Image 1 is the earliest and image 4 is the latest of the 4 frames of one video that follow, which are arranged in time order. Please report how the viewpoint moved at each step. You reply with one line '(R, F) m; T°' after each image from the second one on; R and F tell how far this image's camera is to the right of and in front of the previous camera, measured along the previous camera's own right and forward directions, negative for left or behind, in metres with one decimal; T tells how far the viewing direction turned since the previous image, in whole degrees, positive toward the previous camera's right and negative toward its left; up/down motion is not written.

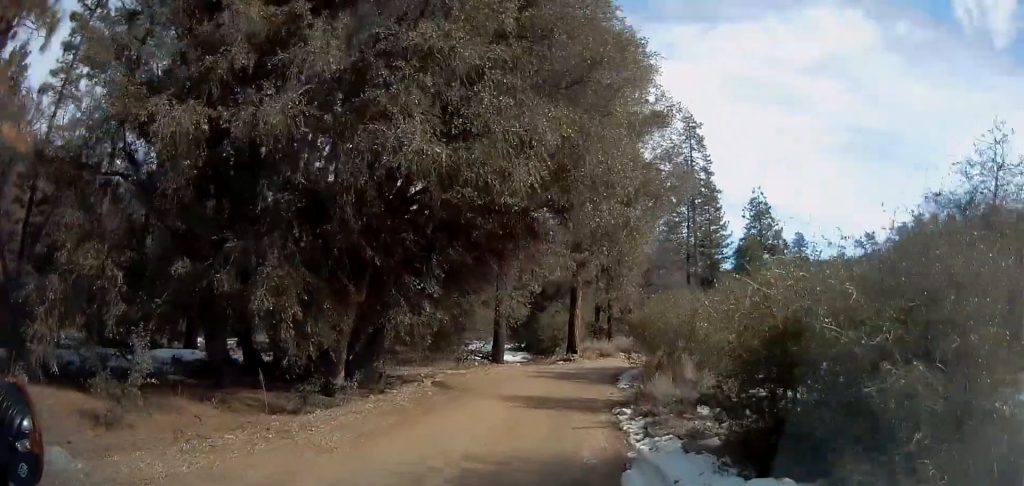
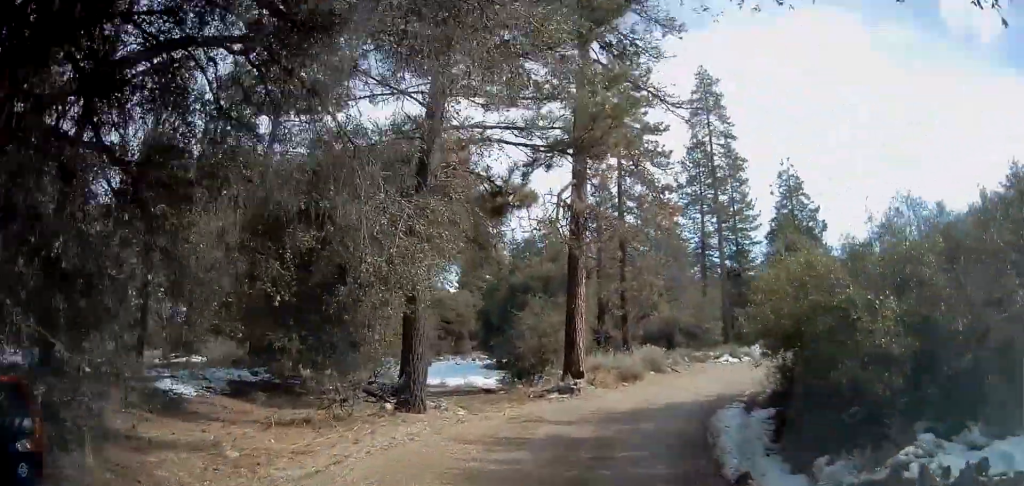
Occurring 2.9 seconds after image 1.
(+1.1, +15.7) m; +5°
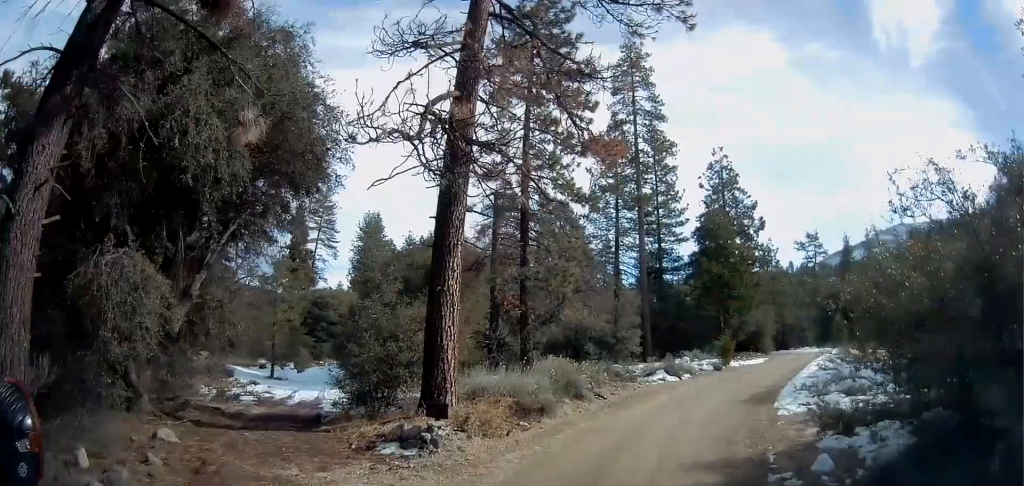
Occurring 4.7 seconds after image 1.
(+0.7, +8.8) m; +12°
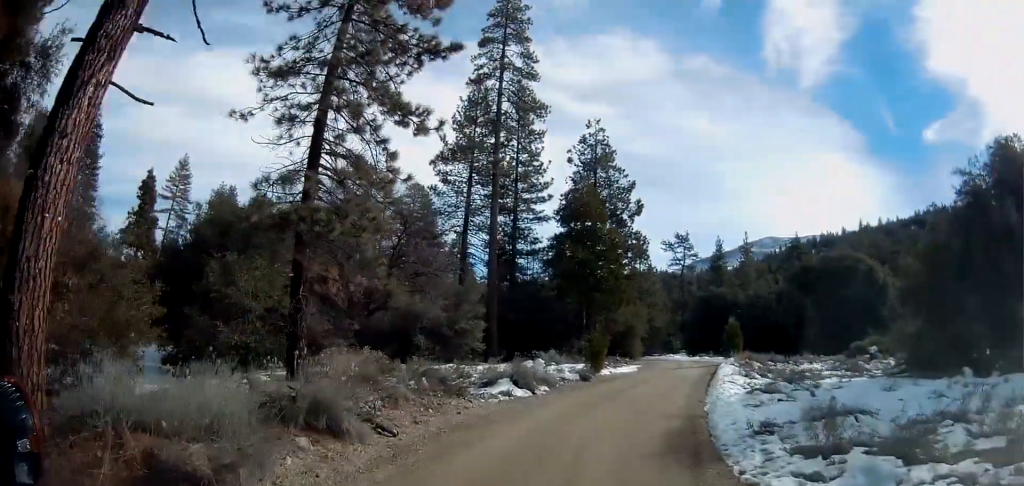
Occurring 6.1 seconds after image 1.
(+0.8, +8.5) m; +10°
